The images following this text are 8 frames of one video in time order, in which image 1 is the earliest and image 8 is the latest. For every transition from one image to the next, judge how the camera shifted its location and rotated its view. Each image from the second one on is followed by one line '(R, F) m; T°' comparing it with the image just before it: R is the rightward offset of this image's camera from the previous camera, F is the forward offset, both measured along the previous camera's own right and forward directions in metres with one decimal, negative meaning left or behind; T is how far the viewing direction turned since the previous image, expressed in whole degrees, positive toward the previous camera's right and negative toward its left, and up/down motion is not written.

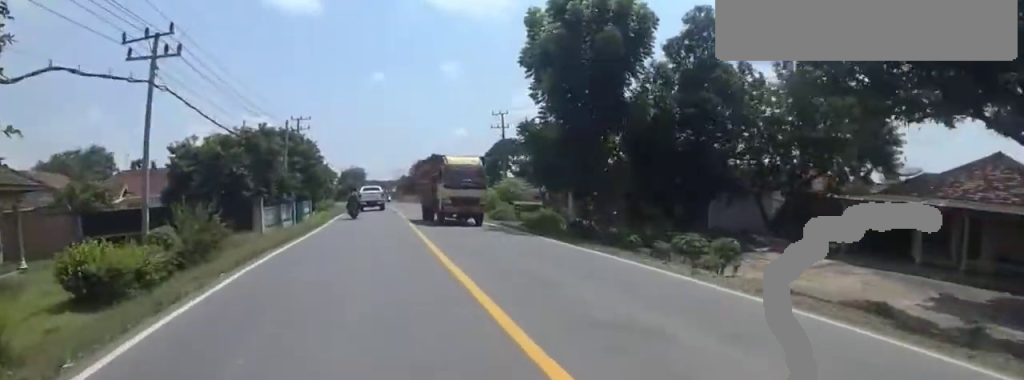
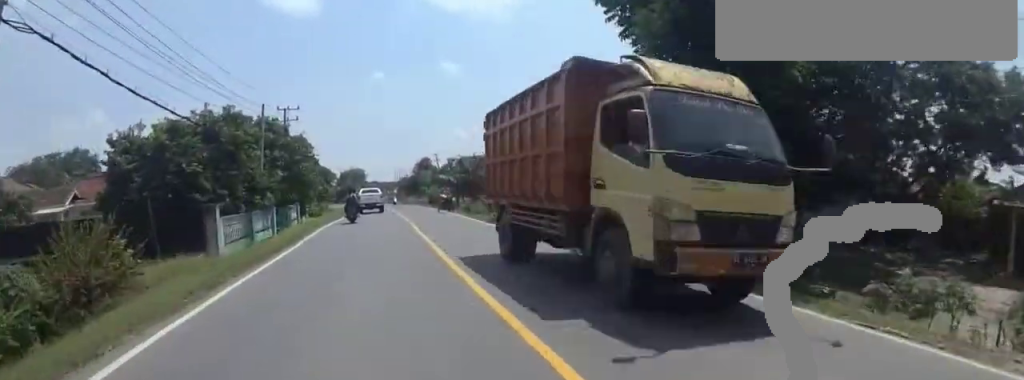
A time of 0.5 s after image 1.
(-0.1, +6.2) m; 0°
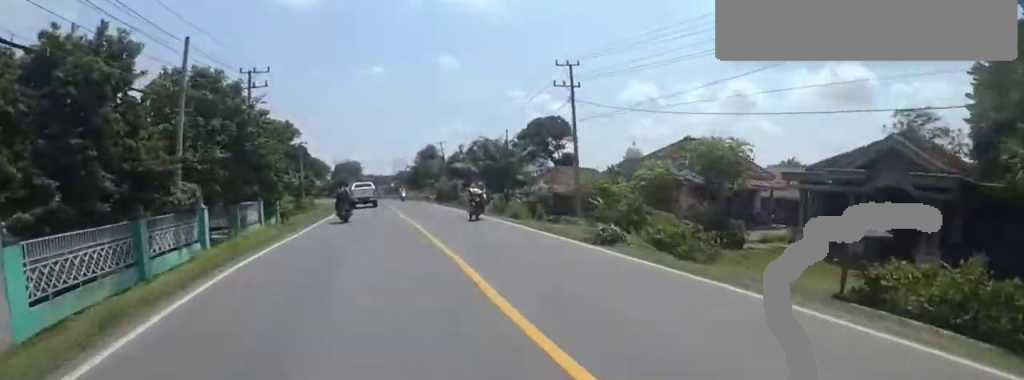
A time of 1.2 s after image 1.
(+0.1, +10.0) m; 0°
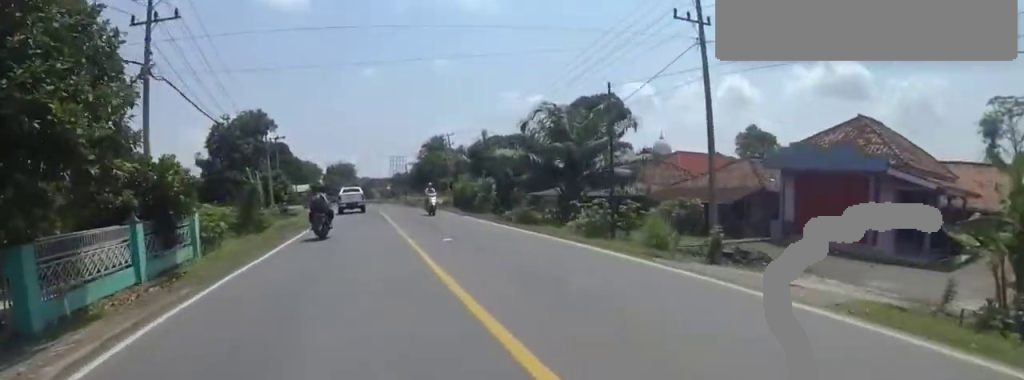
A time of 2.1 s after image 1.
(0.0, +12.7) m; +4°
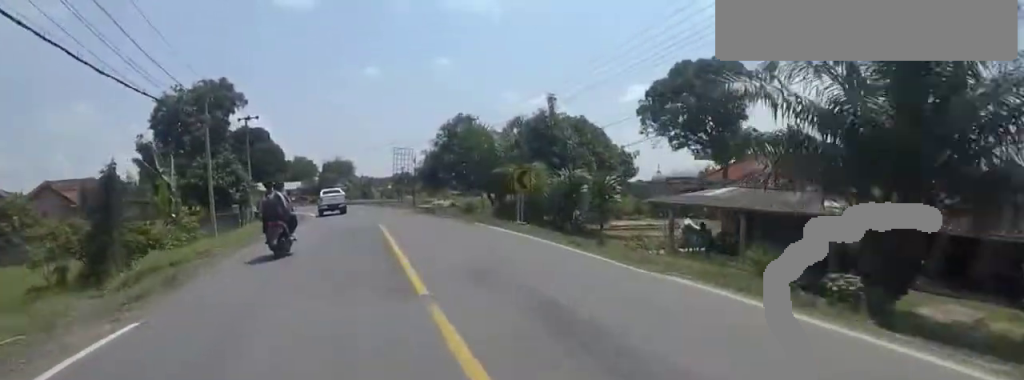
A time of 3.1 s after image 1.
(+0.9, +14.0) m; -3°
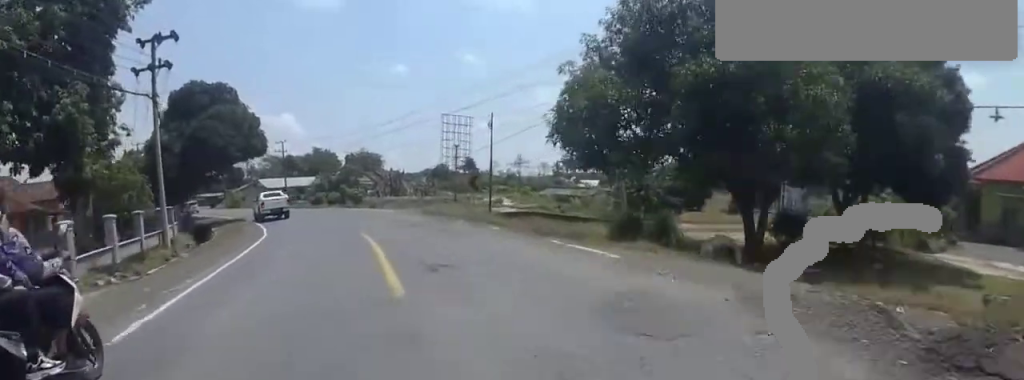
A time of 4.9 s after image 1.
(-2.1, +26.1) m; -5°
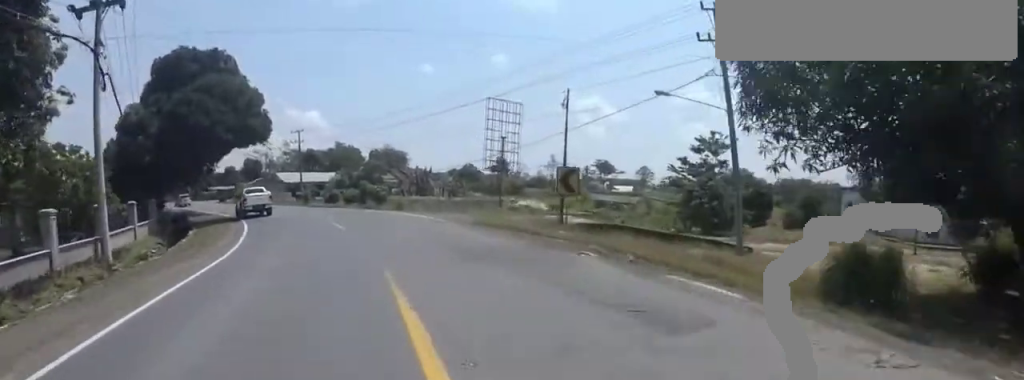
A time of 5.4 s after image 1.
(+0.3, +9.3) m; -1°
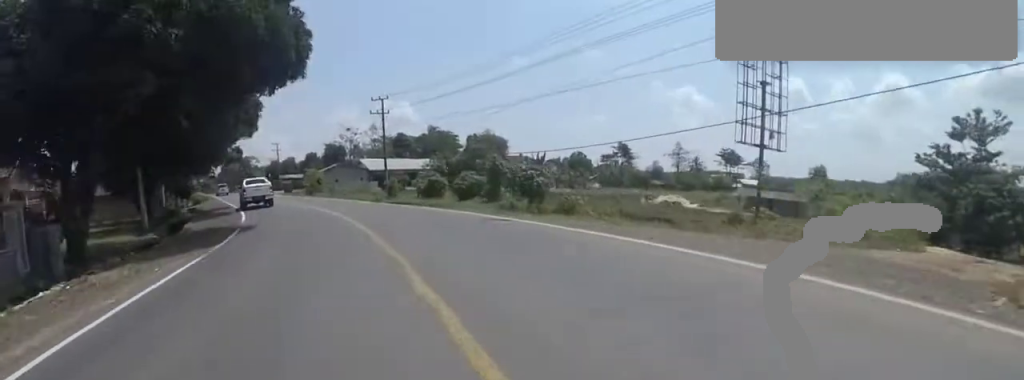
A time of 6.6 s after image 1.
(-2.9, +25.7) m; -16°
